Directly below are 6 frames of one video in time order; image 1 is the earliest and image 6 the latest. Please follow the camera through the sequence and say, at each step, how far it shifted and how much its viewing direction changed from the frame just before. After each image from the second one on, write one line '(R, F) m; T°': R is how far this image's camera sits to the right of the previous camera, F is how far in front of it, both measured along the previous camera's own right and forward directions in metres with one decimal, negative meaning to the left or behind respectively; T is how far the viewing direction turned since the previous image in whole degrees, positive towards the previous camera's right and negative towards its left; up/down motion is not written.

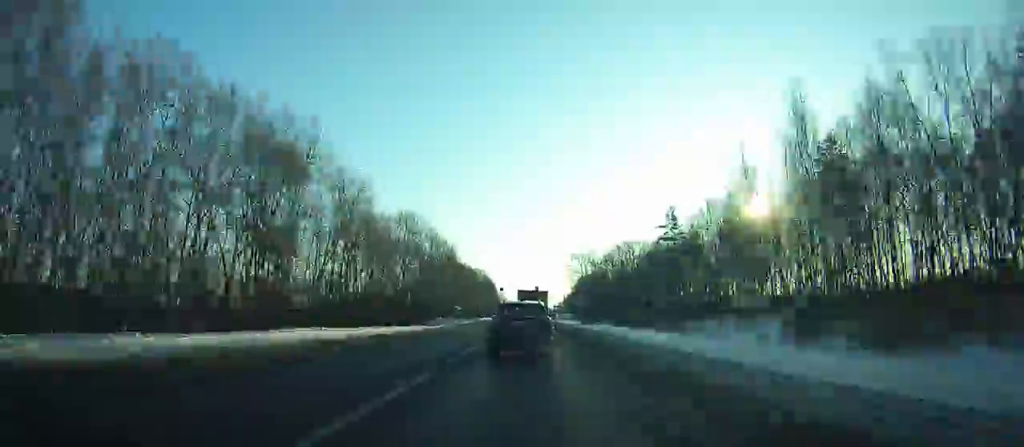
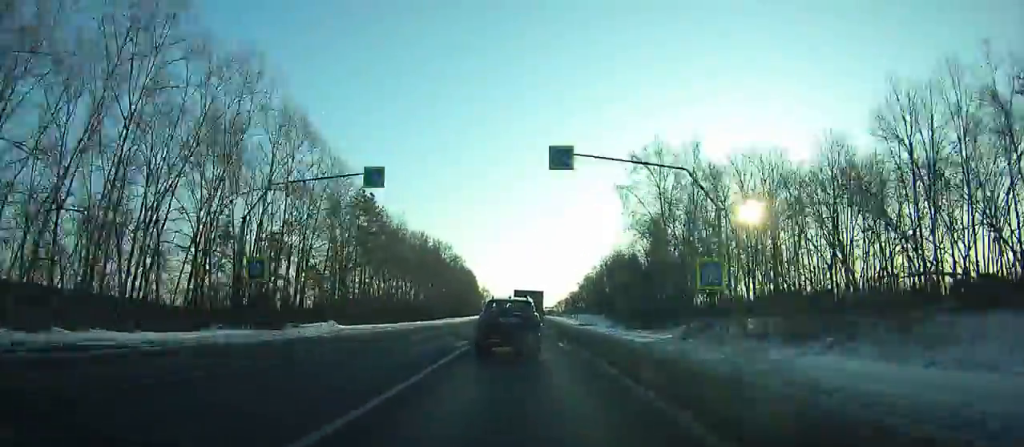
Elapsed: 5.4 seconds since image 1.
(+0.5, +105.6) m; +1°
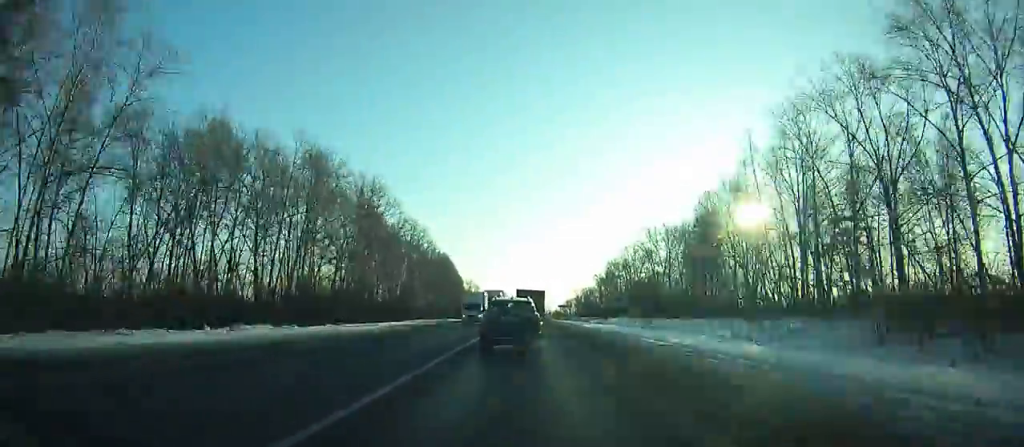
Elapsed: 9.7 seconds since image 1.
(+0.4, +83.2) m; 0°
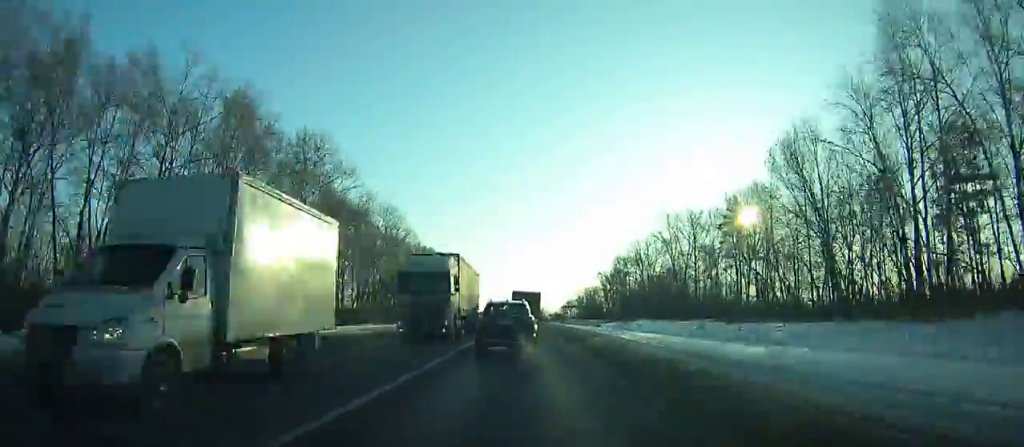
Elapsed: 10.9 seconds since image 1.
(0.0, +23.0) m; 0°
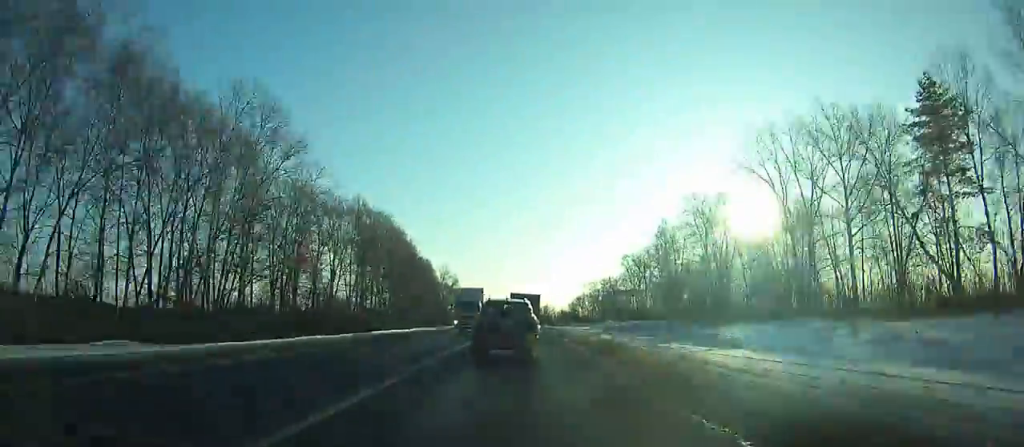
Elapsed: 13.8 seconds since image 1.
(+0.2, +55.1) m; 0°
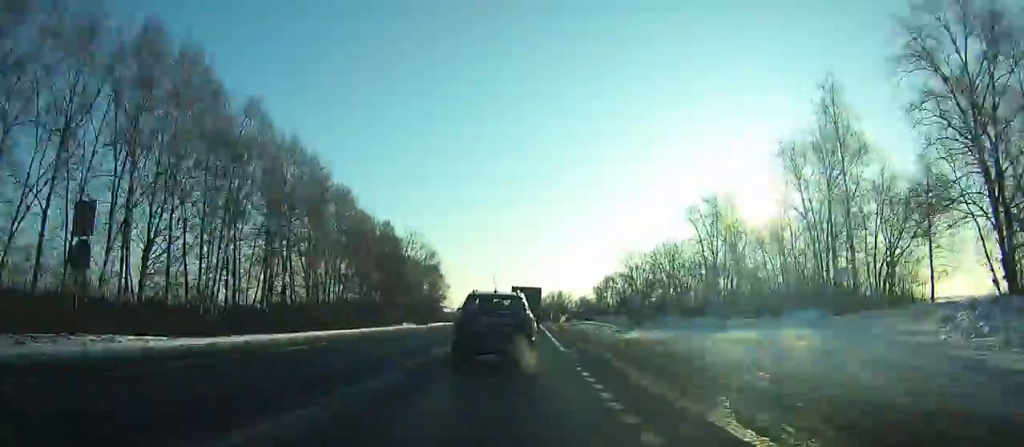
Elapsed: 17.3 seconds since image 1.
(-0.2, +64.4) m; 0°
